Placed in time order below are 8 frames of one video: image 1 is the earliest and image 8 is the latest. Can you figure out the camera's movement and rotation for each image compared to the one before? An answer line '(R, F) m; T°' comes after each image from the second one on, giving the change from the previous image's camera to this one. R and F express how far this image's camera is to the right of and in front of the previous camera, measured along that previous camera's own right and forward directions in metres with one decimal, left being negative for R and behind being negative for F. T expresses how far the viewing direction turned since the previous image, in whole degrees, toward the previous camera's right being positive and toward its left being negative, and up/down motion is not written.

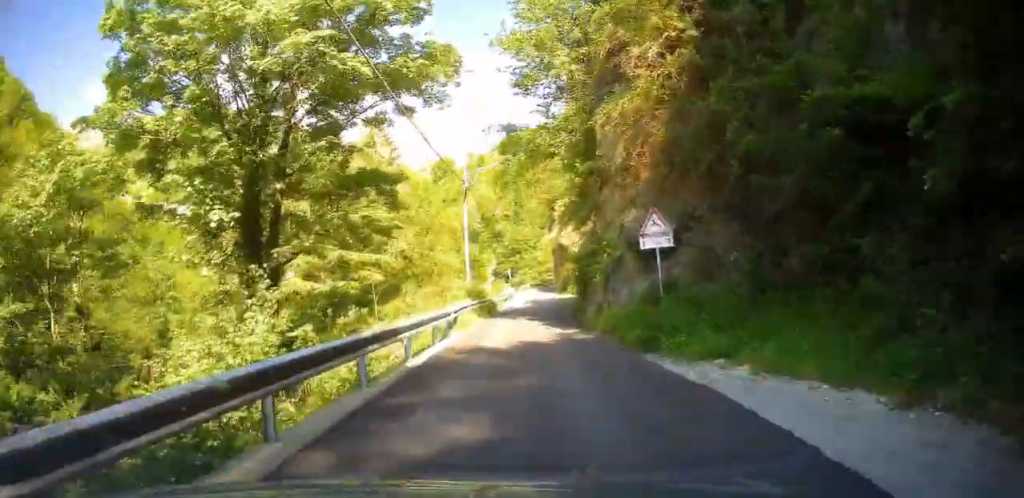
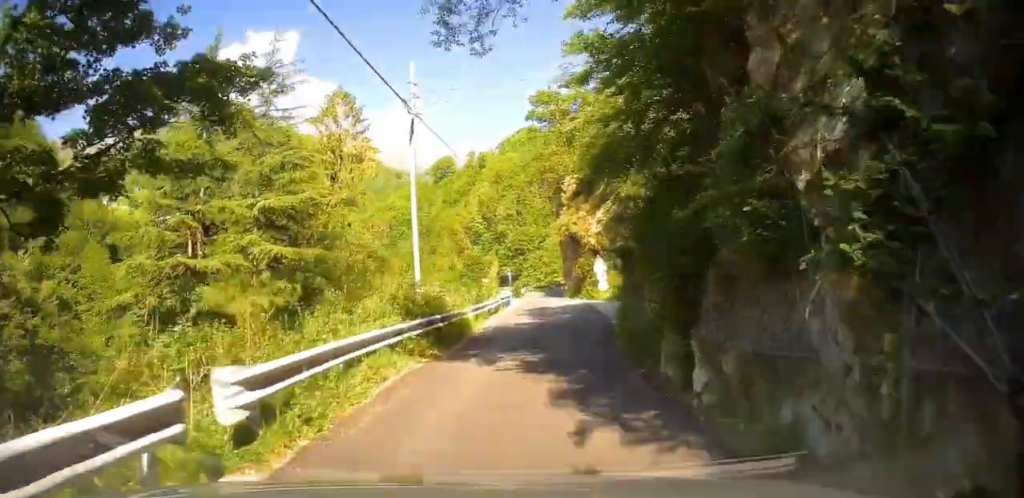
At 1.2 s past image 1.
(0.0, +12.1) m; +1°
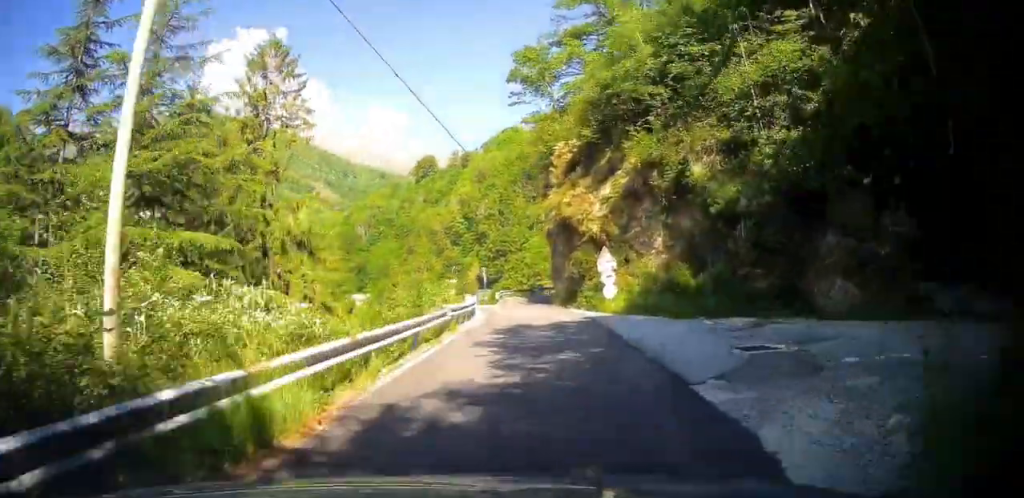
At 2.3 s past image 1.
(-0.2, +11.2) m; +2°
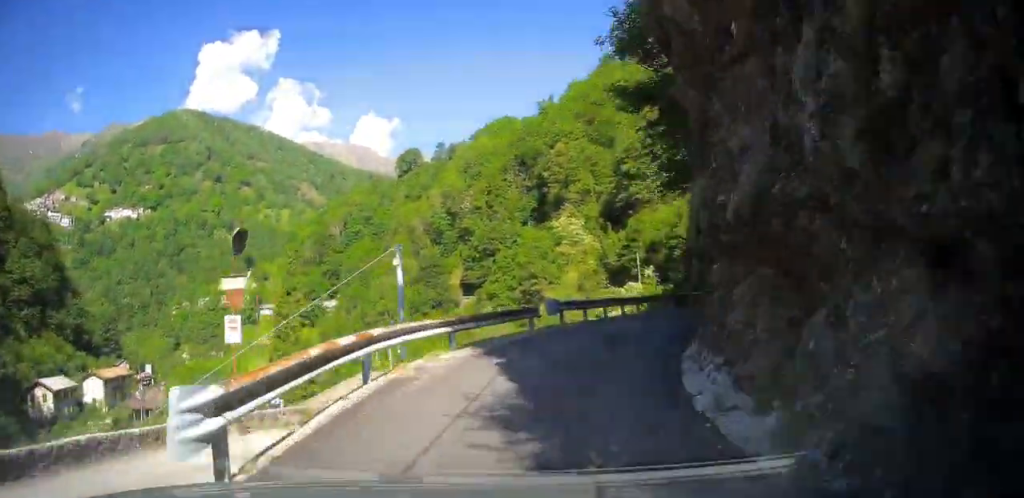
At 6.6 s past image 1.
(+2.4, +35.7) m; +8°
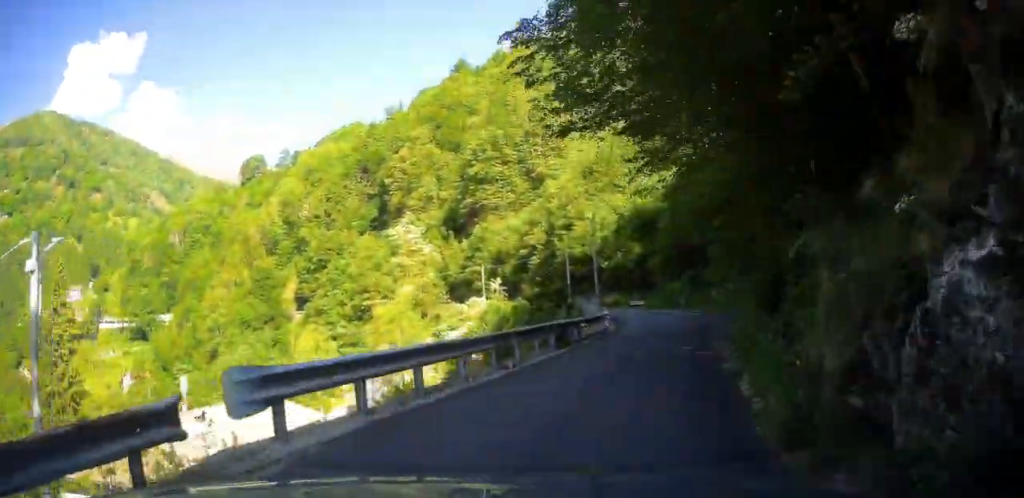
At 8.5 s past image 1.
(+0.7, +12.7) m; +10°
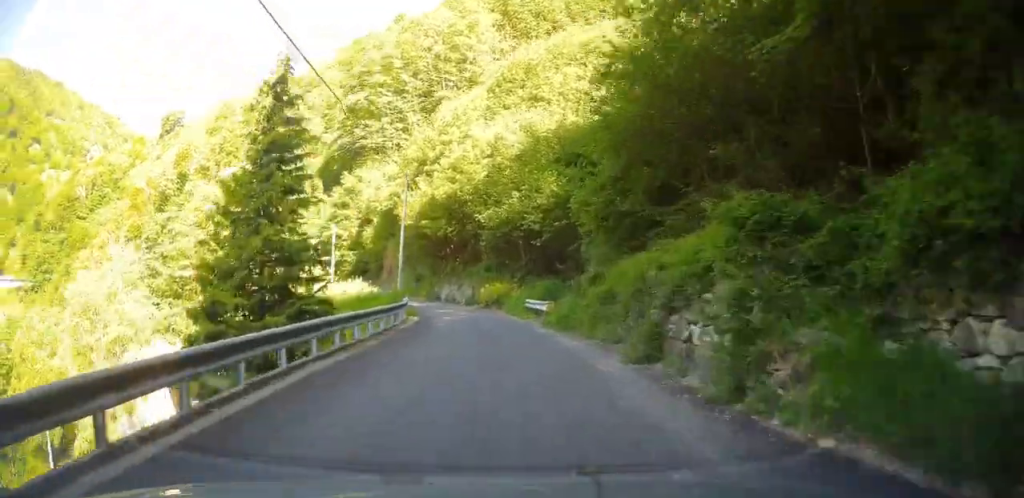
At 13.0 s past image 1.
(+2.3, +27.5) m; +1°
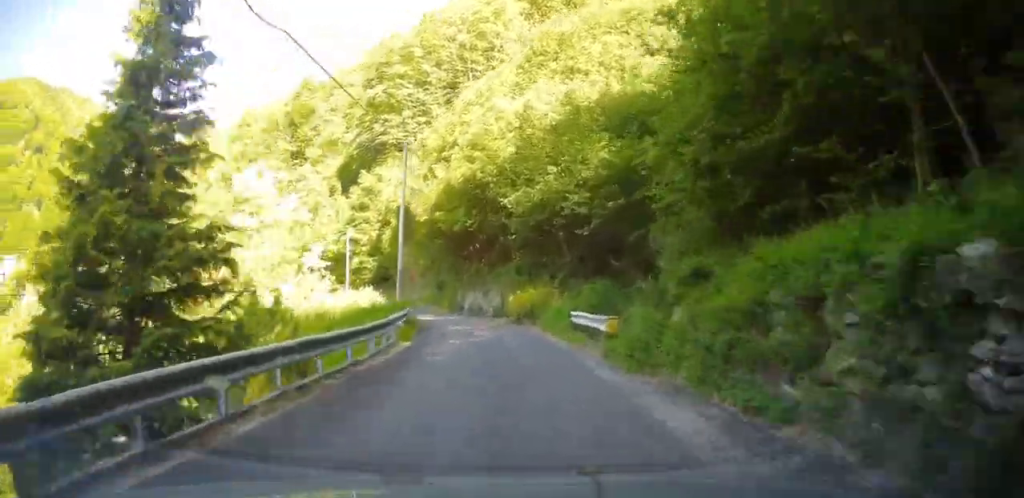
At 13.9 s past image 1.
(-0.6, +5.9) m; 0°
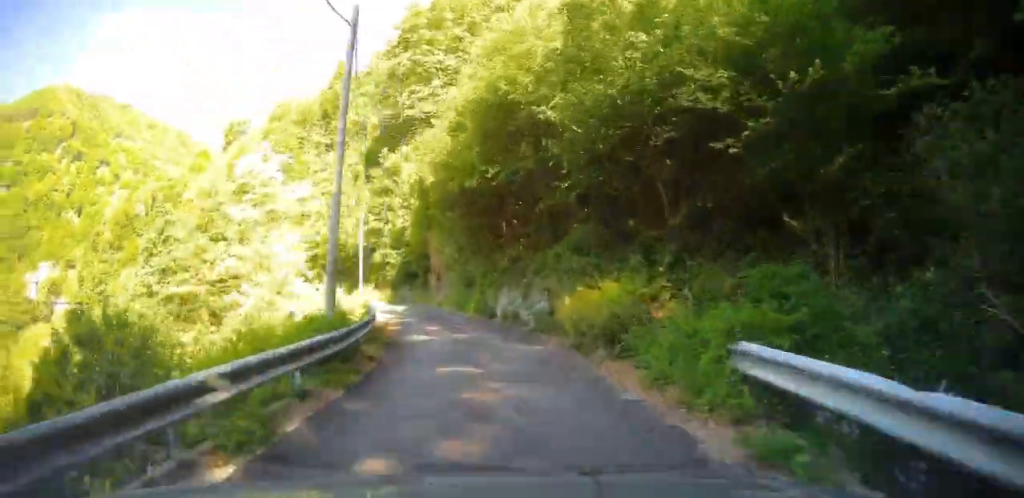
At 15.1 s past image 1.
(+0.3, +9.1) m; -4°
